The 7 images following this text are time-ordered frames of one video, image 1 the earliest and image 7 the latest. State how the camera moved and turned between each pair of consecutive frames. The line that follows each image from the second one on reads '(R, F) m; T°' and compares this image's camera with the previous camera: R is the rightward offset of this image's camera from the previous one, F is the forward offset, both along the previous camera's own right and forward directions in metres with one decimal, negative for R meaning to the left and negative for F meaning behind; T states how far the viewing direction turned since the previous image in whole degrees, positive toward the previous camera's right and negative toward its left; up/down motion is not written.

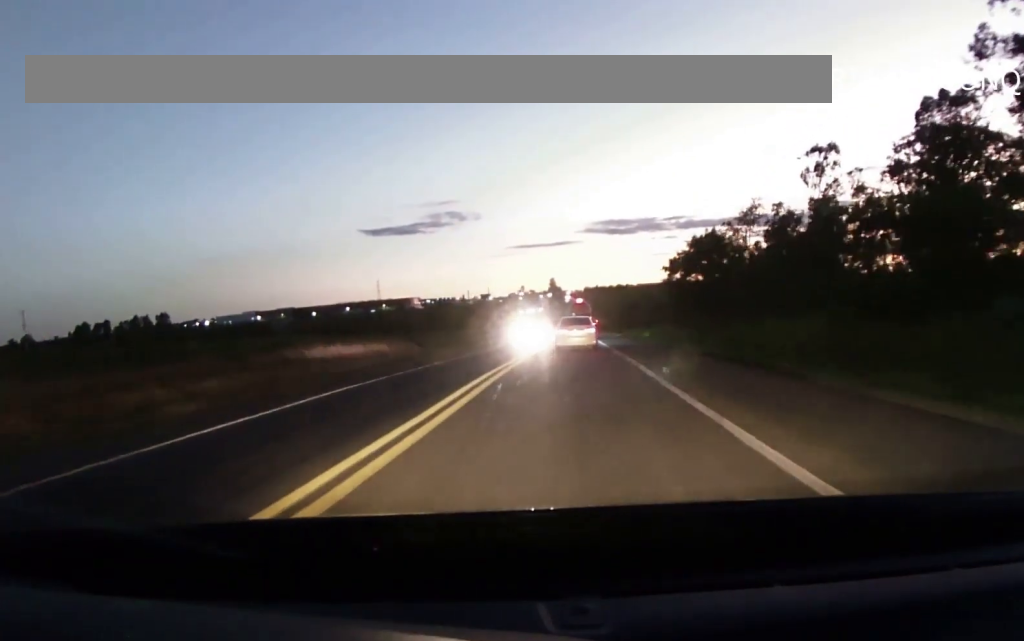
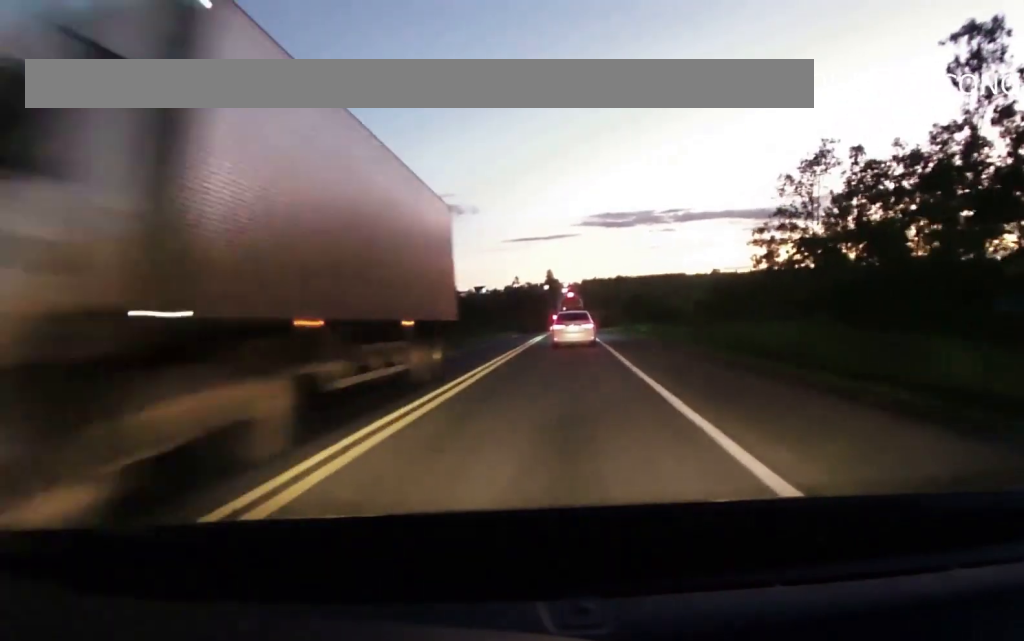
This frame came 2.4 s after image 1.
(-0.1, +46.3) m; 0°
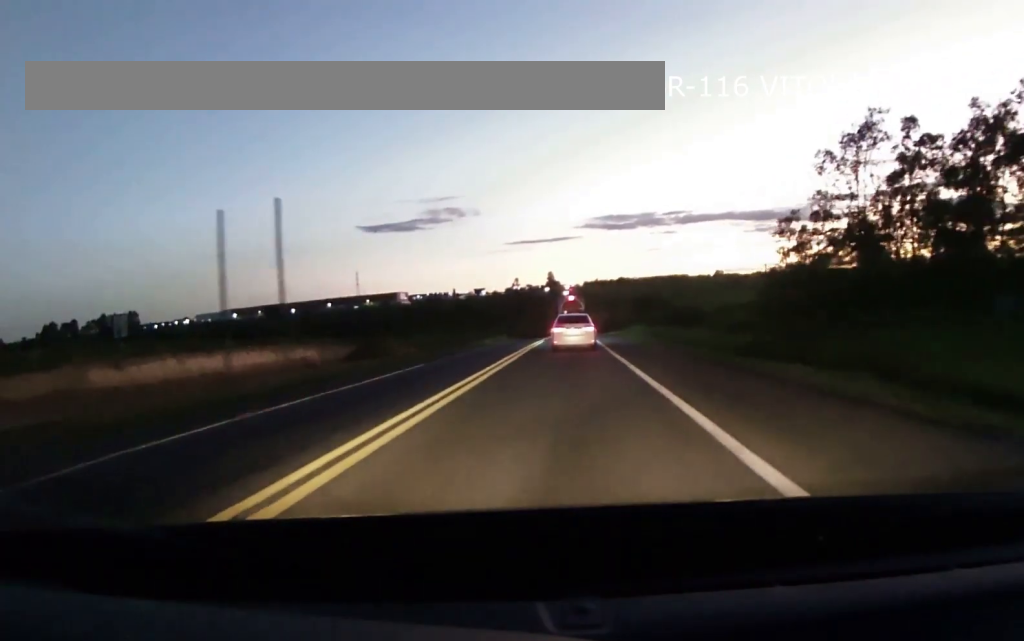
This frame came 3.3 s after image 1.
(+0.2, +17.8) m; 0°
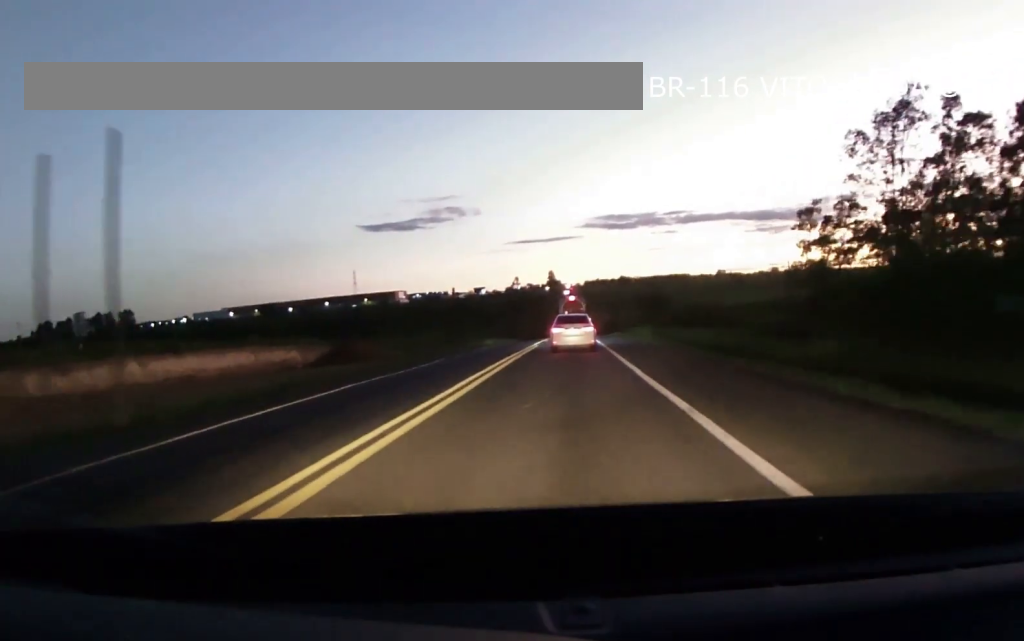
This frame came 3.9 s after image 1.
(+0.1, +10.7) m; 0°
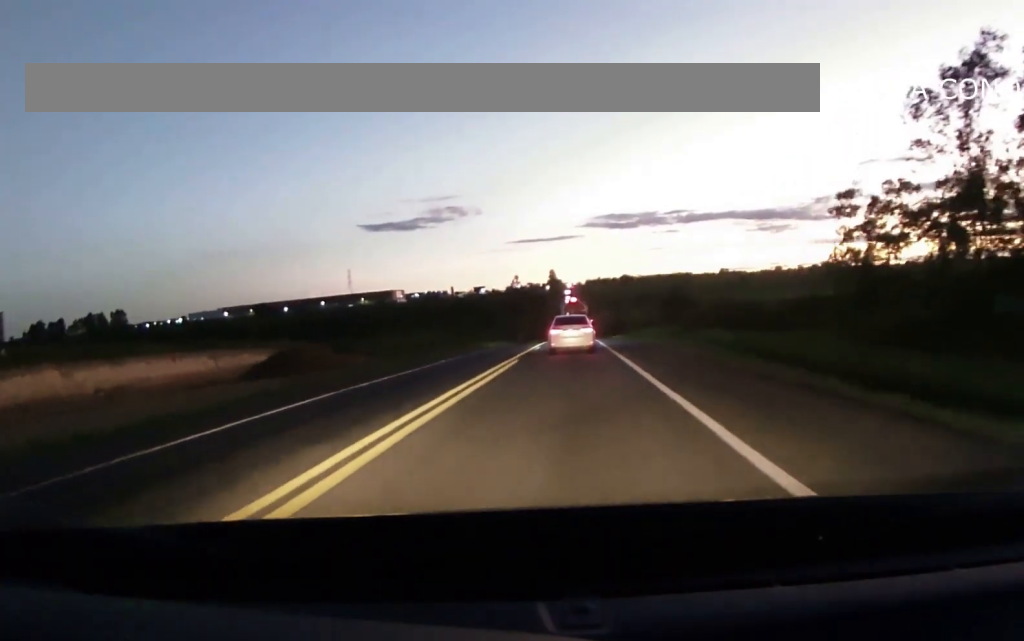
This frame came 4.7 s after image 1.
(-0.2, +17.0) m; -1°
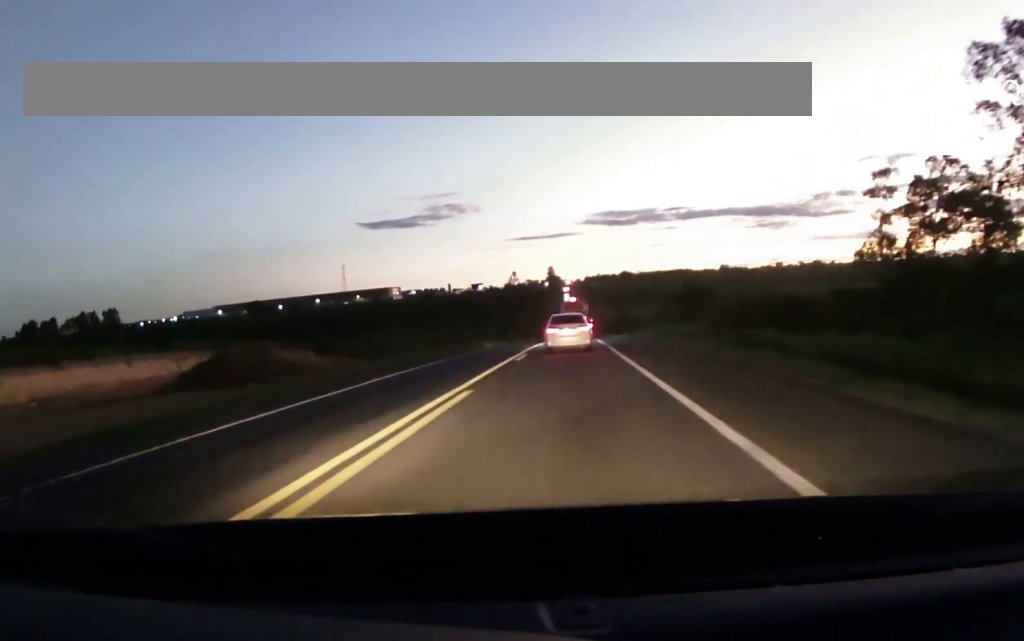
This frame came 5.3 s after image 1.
(0.0, +12.4) m; 0°
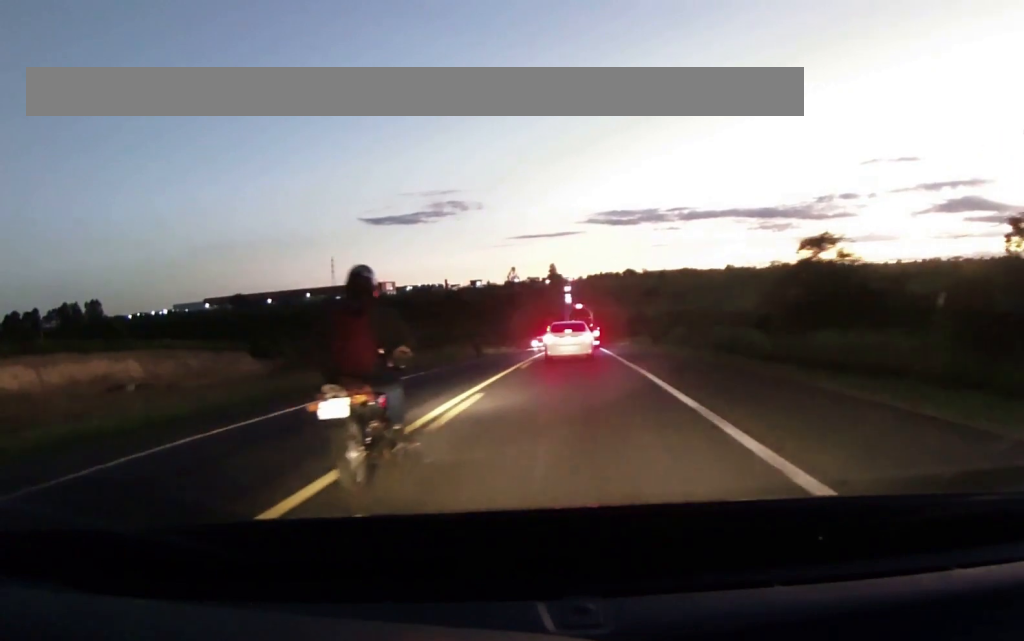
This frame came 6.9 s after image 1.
(0.0, +33.2) m; 0°
